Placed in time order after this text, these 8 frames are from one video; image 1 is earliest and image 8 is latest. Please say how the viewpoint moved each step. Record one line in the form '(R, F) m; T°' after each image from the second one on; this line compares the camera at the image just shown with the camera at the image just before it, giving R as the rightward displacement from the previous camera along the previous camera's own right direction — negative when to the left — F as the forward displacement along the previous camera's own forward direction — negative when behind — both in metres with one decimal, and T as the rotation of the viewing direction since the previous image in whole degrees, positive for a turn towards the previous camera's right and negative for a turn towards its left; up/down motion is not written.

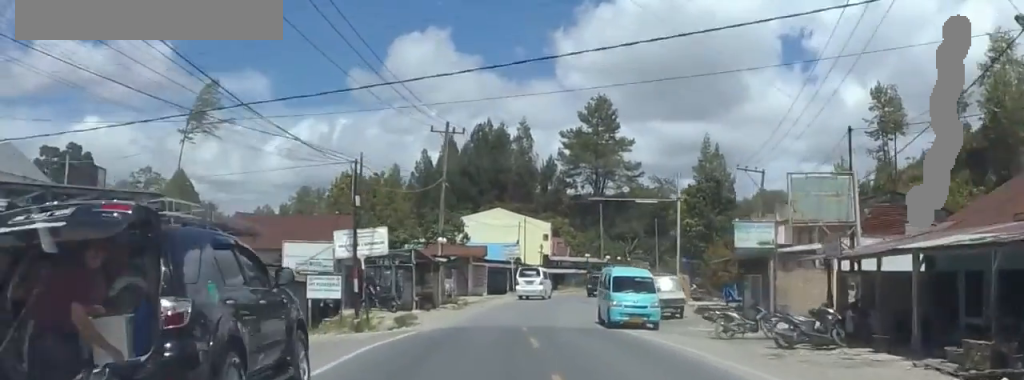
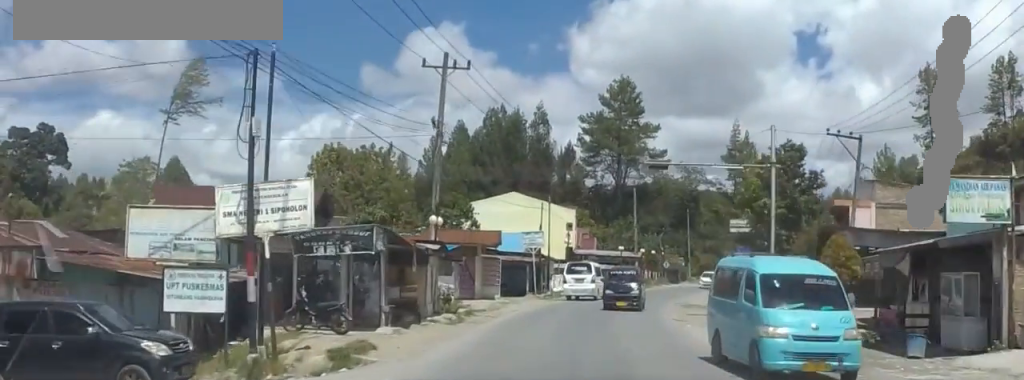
(-0.6, +16.1) m; 0°
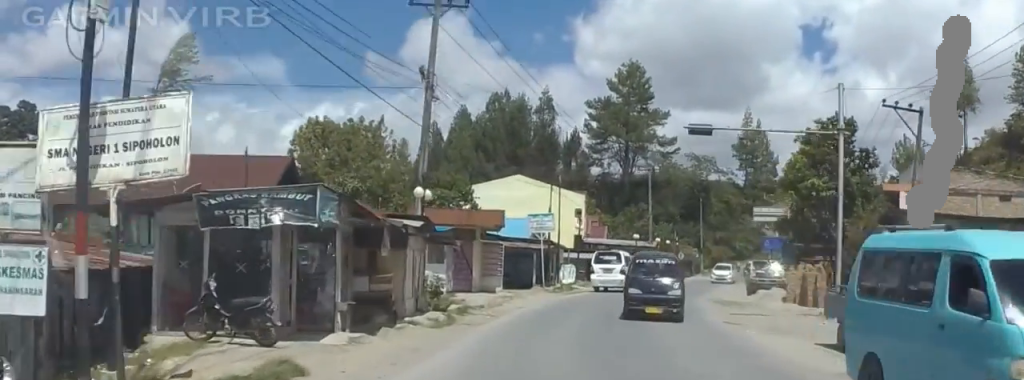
(+0.1, +7.9) m; 0°
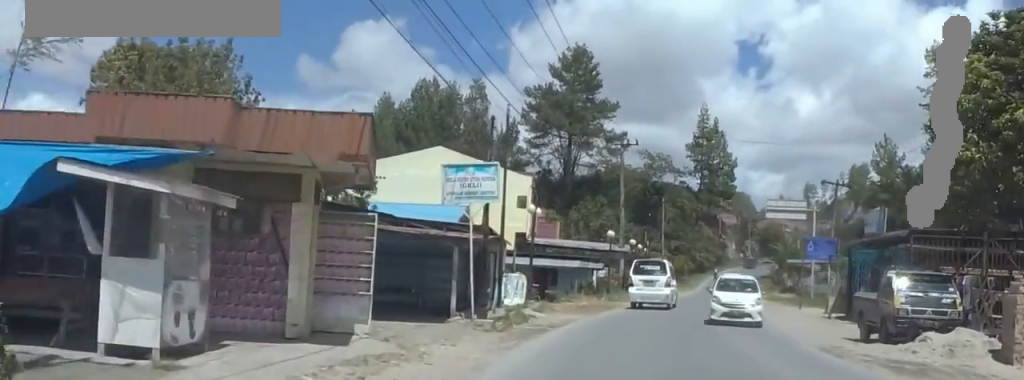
(+0.4, +24.8) m; +7°
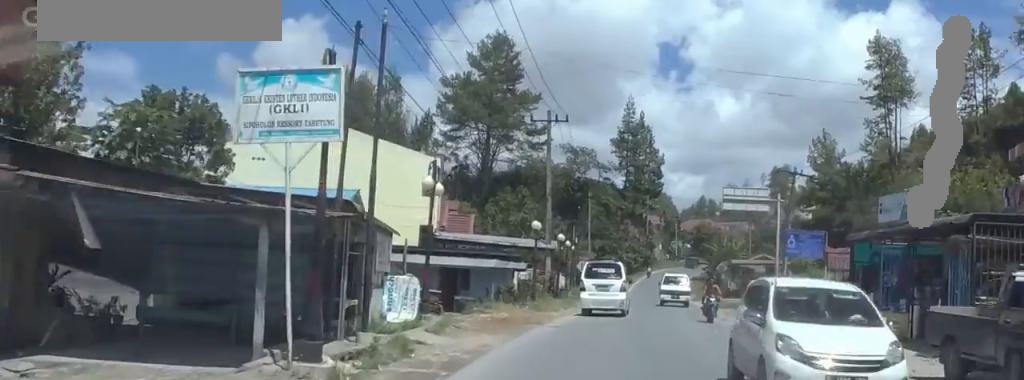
(+1.2, +9.8) m; +7°
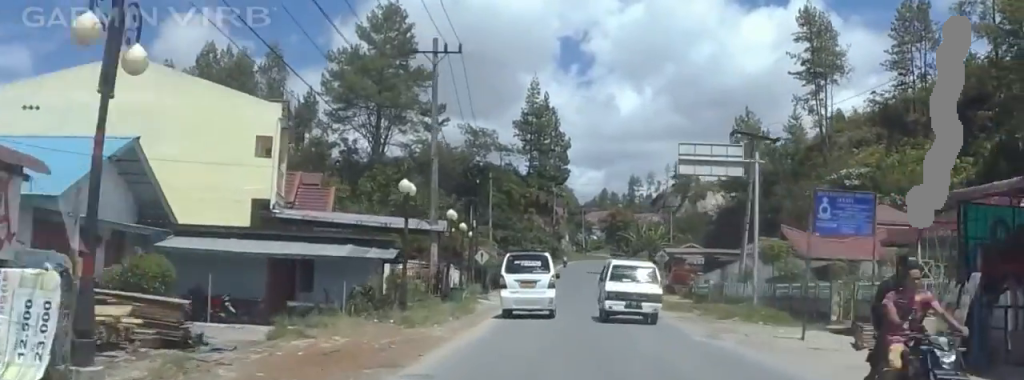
(0.0, +13.4) m; -2°
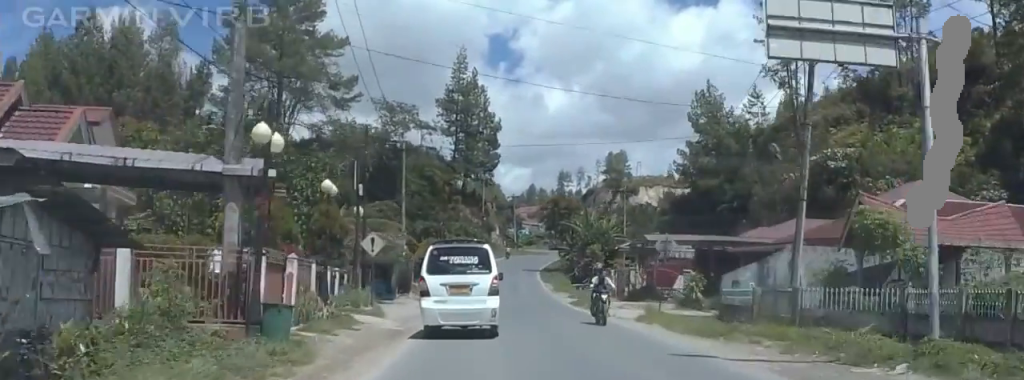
(+0.2, +17.7) m; +5°
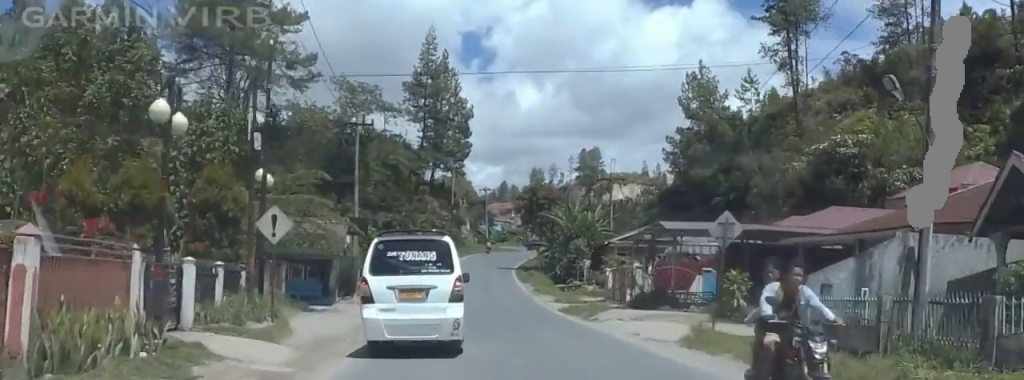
(+0.5, +10.2) m; +3°
